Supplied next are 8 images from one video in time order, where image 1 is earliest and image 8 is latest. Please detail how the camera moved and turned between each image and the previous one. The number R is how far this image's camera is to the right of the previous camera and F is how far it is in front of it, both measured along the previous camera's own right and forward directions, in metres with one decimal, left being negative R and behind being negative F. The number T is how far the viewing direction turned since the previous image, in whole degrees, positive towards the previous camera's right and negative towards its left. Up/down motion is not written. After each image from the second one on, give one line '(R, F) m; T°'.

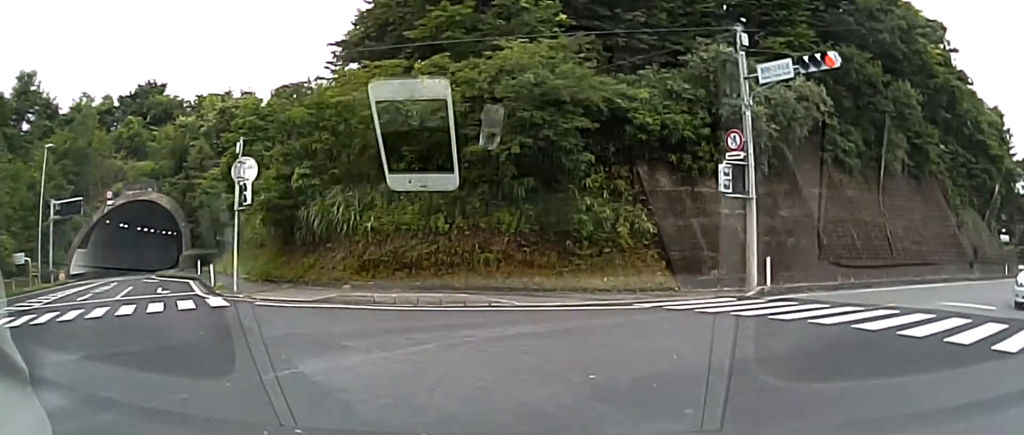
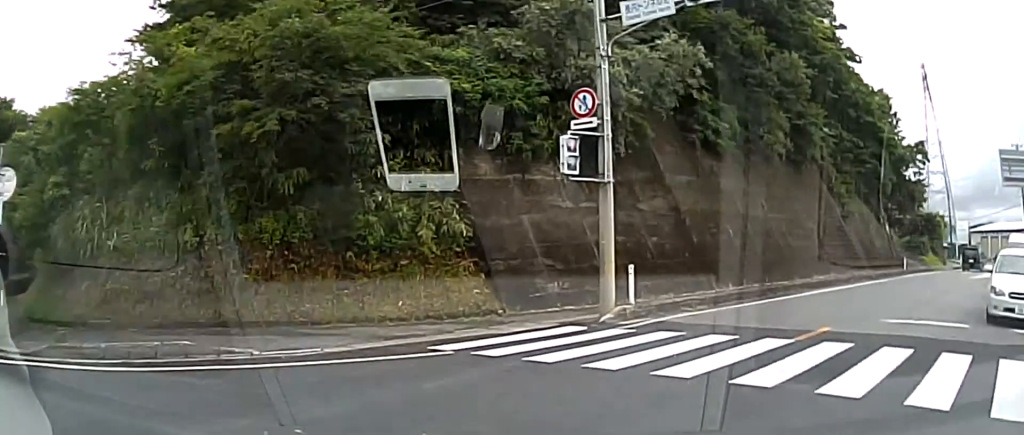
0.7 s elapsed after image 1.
(0.0, +6.8) m; +10°
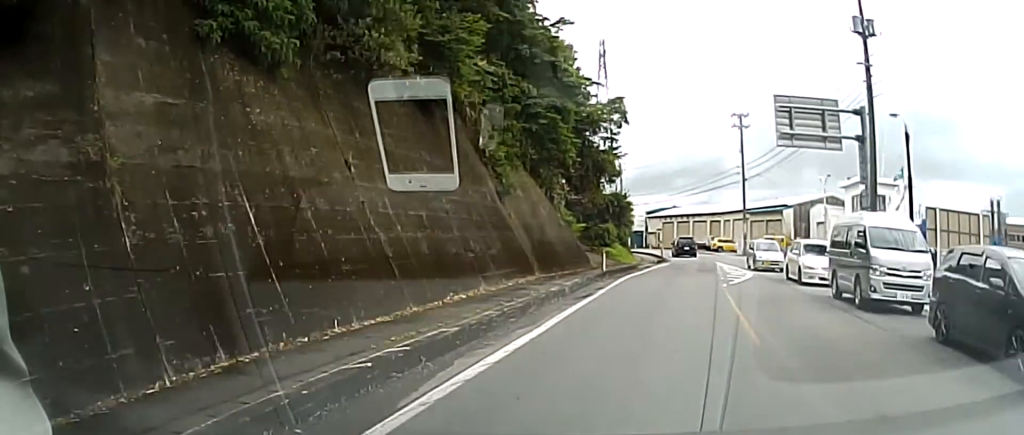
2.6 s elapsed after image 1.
(+4.8, +15.1) m; +34°
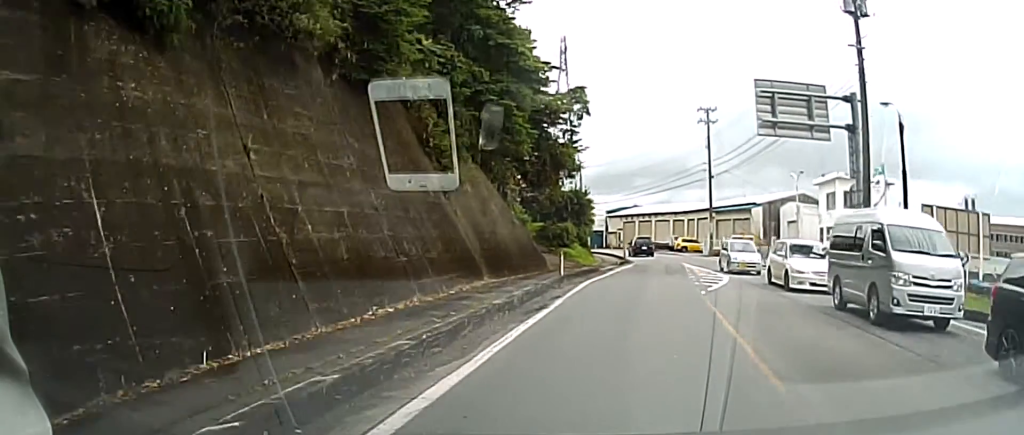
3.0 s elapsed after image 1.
(+0.4, +3.0) m; +7°
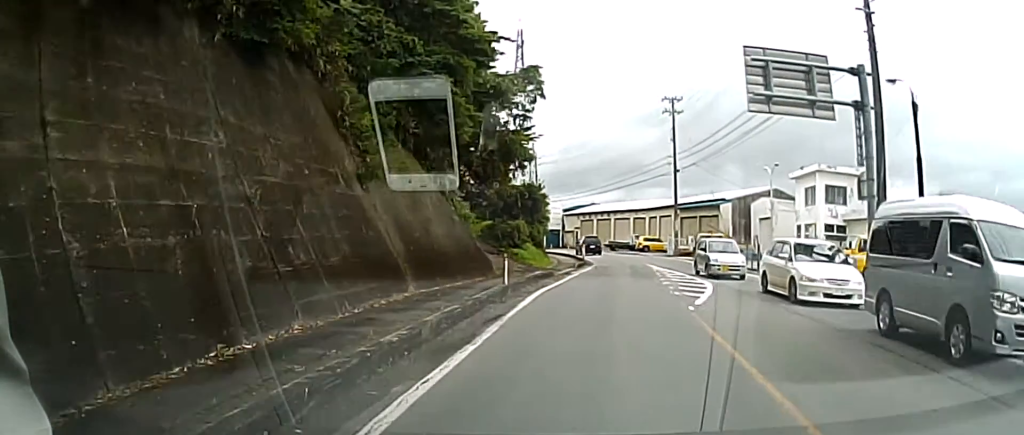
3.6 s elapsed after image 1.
(+0.4, +4.5) m; +10°
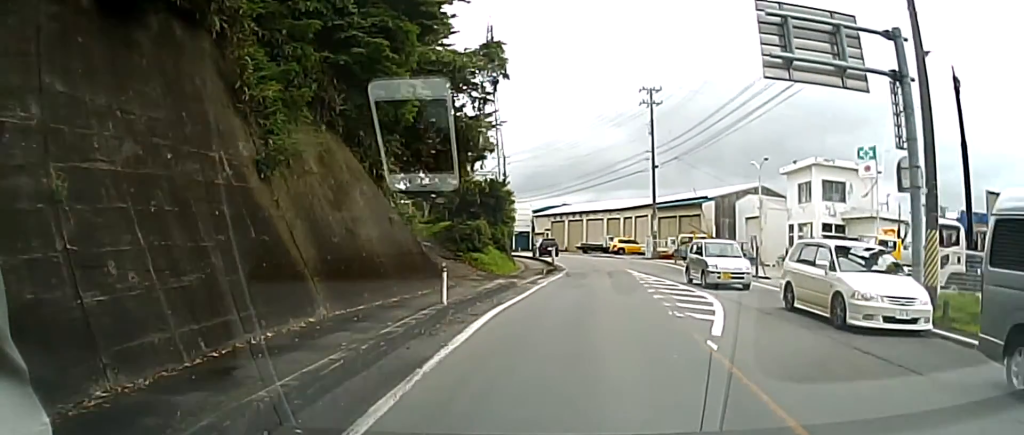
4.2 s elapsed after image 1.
(+0.5, +4.4) m; +8°
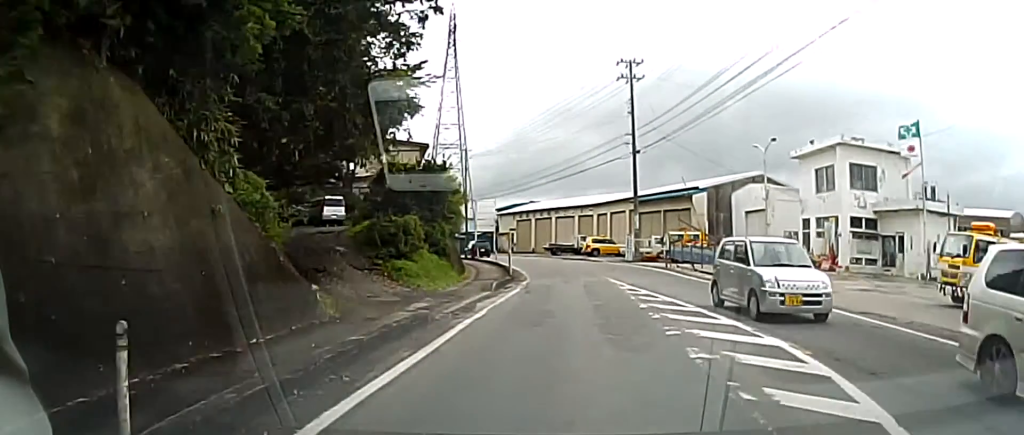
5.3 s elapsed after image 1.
(+0.9, +8.1) m; +12°
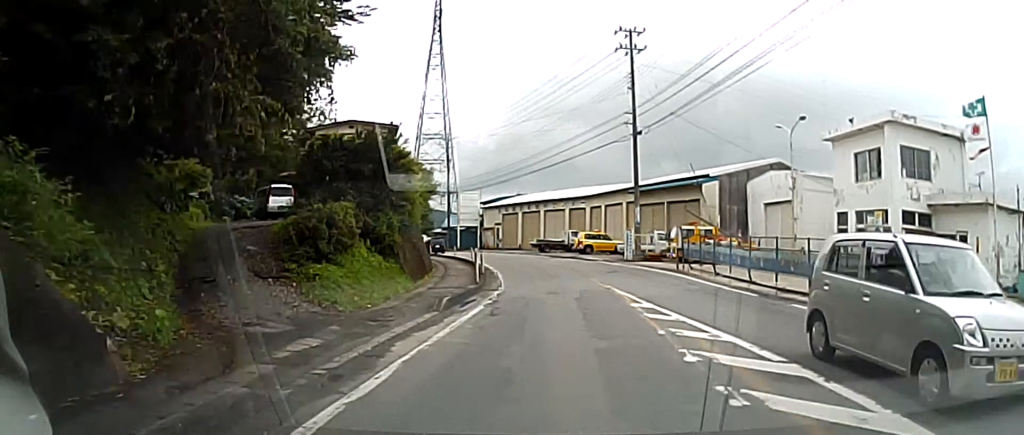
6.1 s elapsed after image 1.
(+0.4, +6.2) m; +6°
